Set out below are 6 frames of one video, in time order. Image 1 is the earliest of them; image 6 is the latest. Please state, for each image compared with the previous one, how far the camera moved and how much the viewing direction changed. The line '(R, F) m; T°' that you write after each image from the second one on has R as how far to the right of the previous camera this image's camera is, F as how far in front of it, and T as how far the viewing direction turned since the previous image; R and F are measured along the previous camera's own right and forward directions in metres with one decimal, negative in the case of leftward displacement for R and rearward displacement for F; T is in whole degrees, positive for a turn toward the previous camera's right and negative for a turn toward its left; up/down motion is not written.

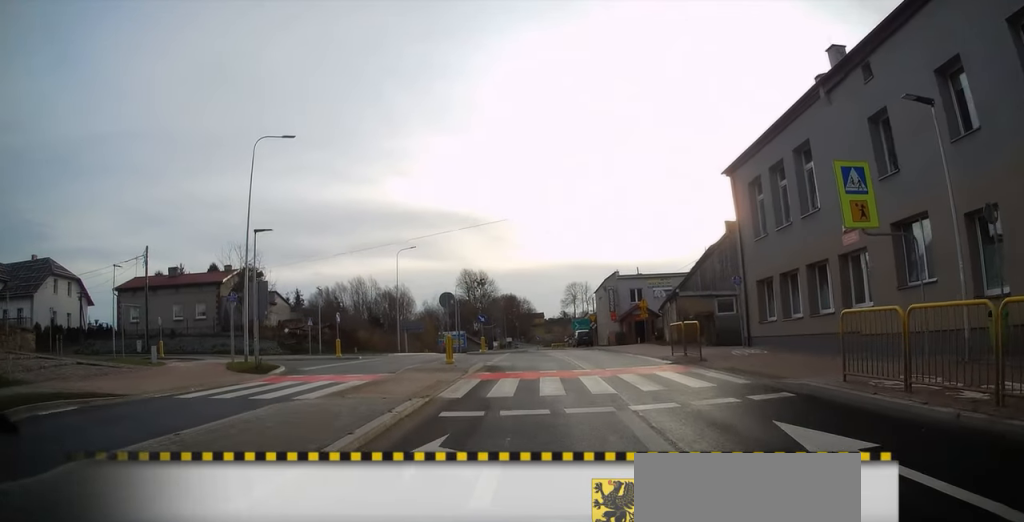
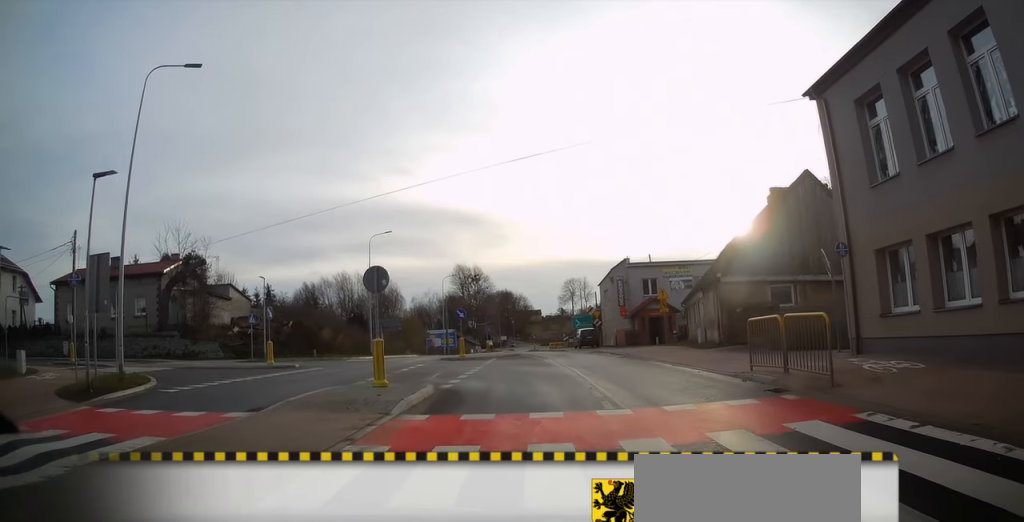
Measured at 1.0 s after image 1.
(+0.3, +10.6) m; +1°
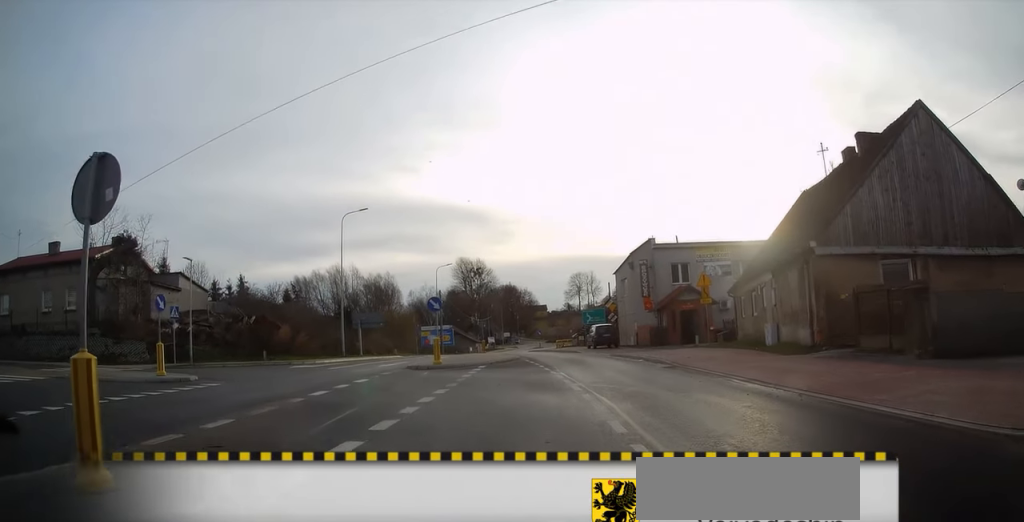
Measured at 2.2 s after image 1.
(-0.2, +10.8) m; -1°
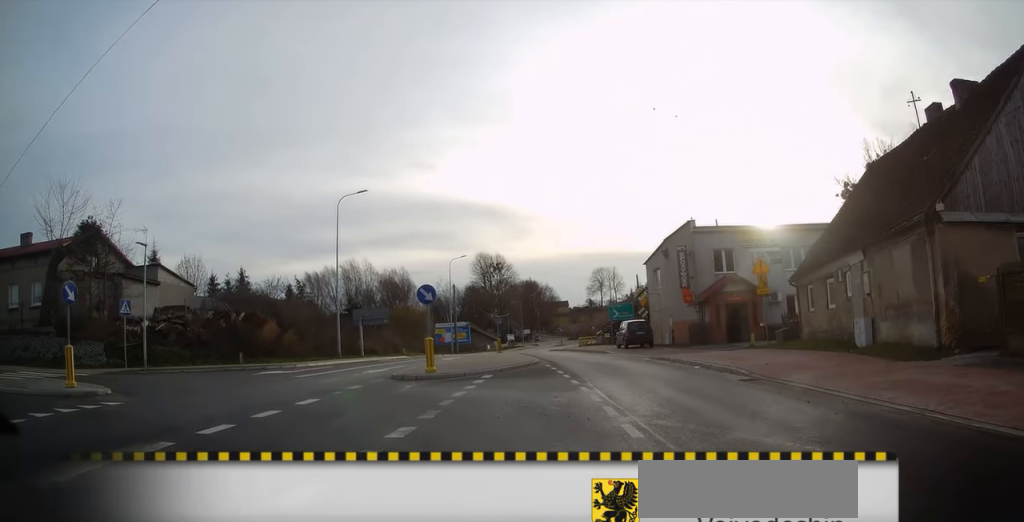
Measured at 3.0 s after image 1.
(0.0, +6.7) m; -1°
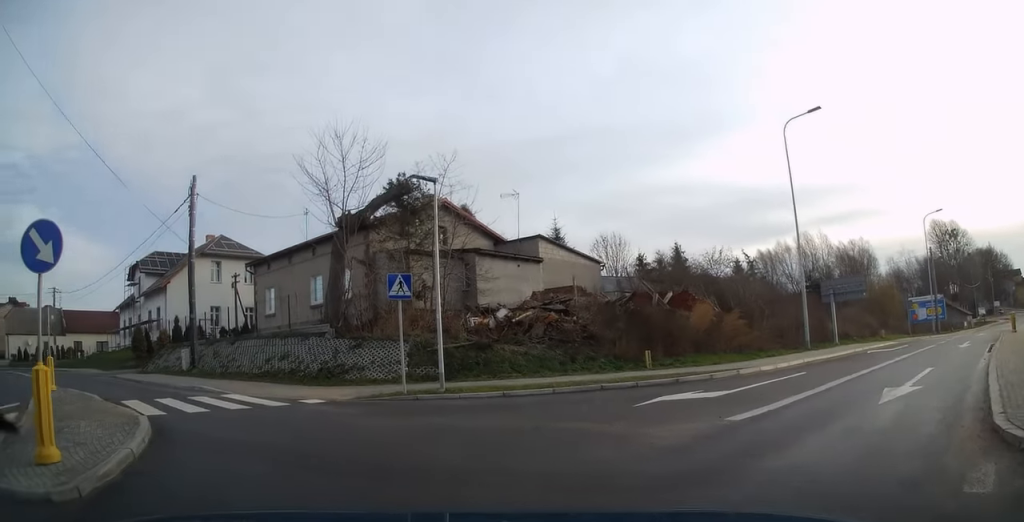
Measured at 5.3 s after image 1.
(-1.3, +14.7) m; -25°
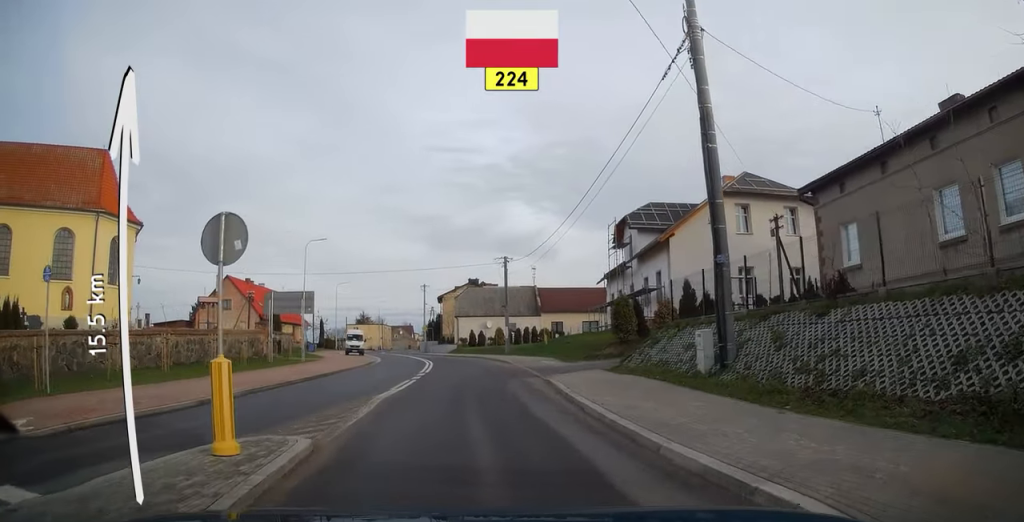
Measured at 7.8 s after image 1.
(-7.4, +10.9) m; -60°
